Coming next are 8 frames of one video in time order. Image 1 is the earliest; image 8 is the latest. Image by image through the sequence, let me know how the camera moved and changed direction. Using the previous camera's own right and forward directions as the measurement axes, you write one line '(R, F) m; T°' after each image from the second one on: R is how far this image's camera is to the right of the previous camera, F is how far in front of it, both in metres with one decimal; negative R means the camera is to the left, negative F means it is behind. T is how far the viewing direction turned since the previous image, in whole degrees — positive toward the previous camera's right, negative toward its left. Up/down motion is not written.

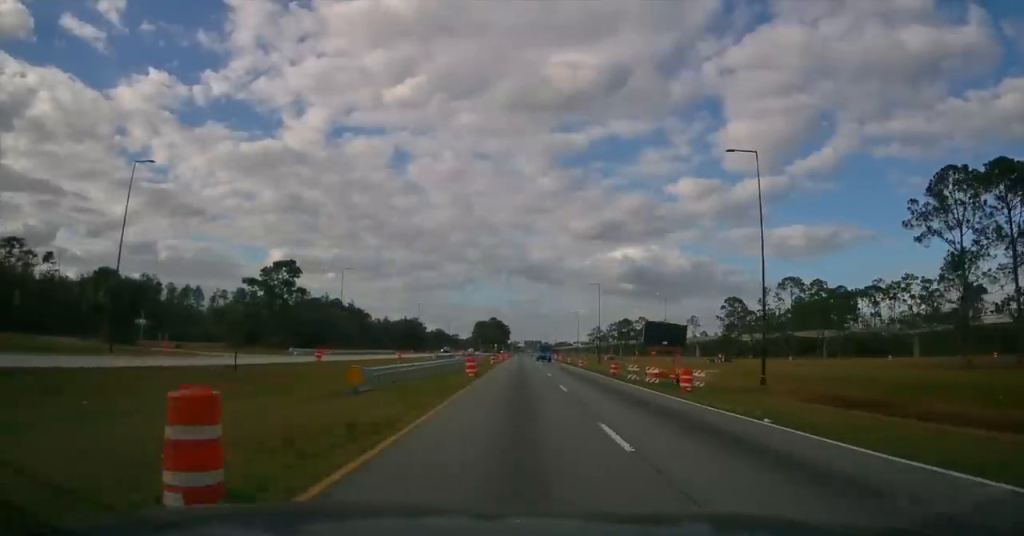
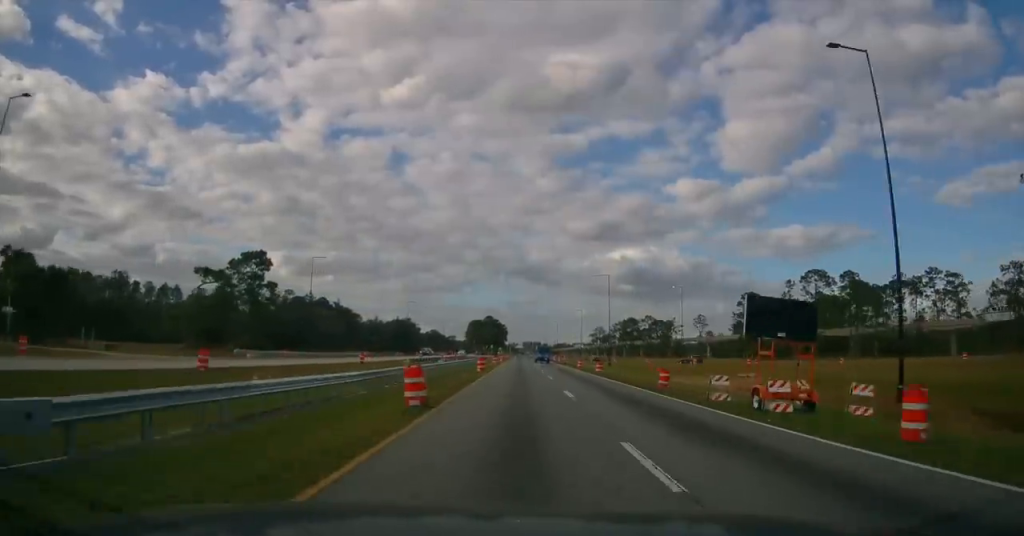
(0.0, +14.4) m; 0°
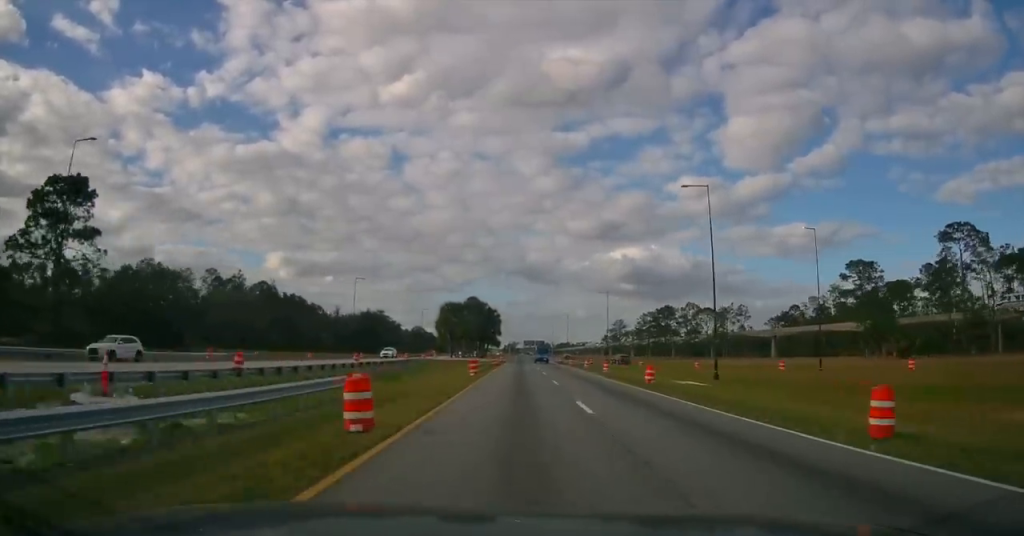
(+0.4, +52.7) m; 0°
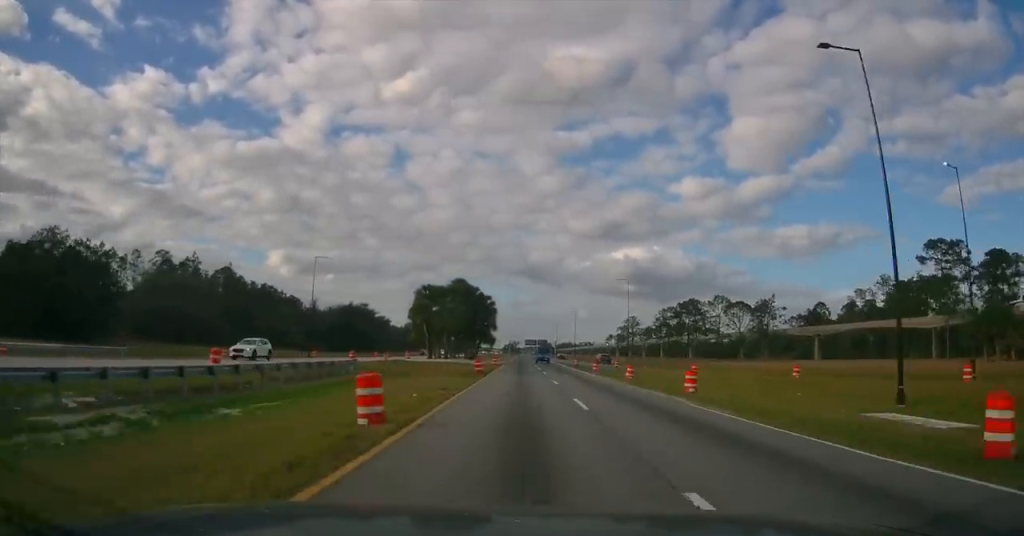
(-0.3, +23.0) m; 0°
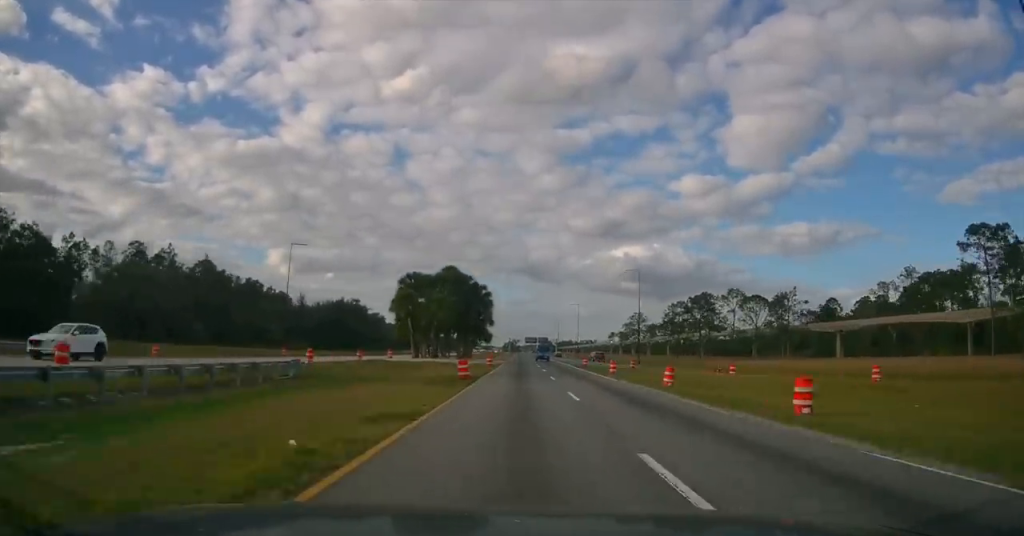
(+0.2, +9.8) m; 0°
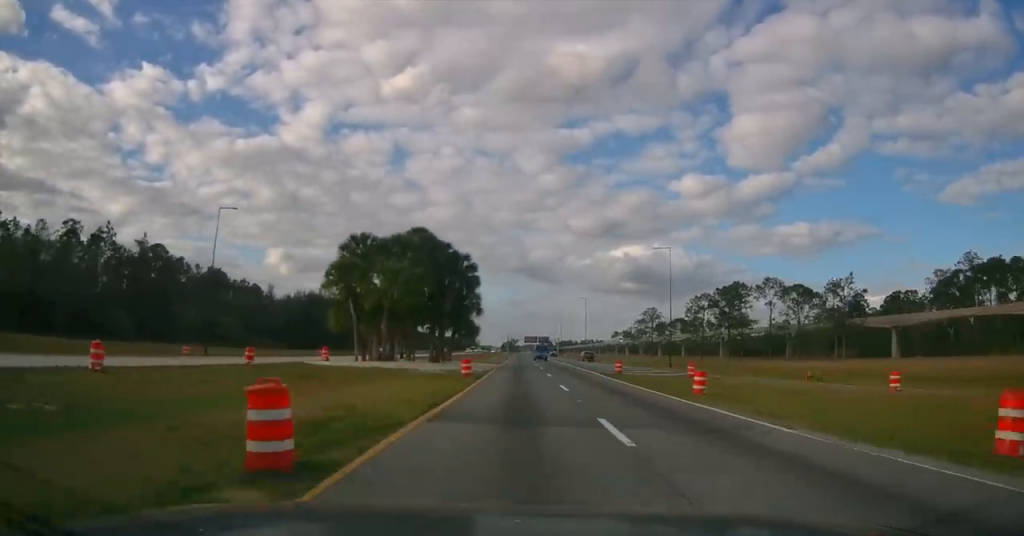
(0.0, +20.4) m; 0°
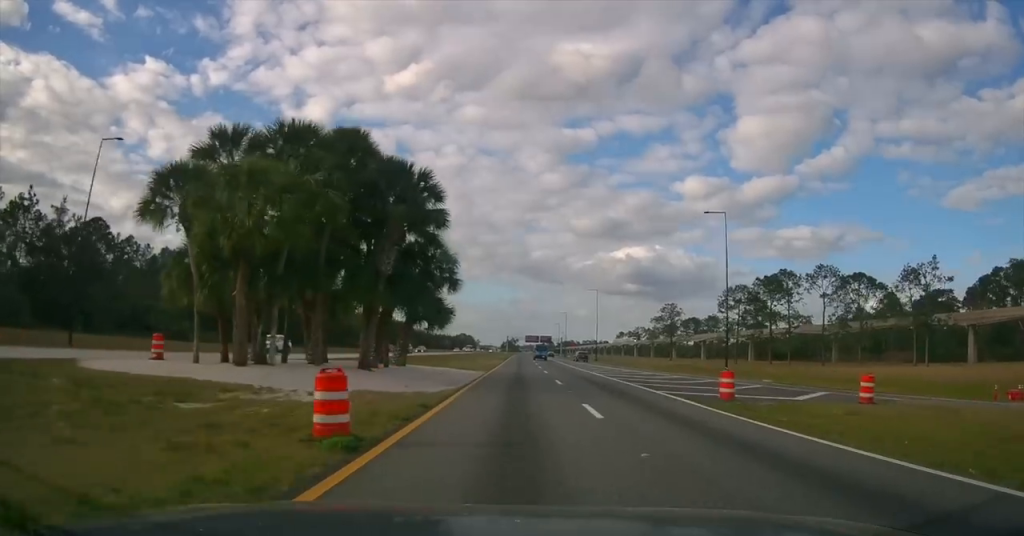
(-0.2, +20.4) m; 0°
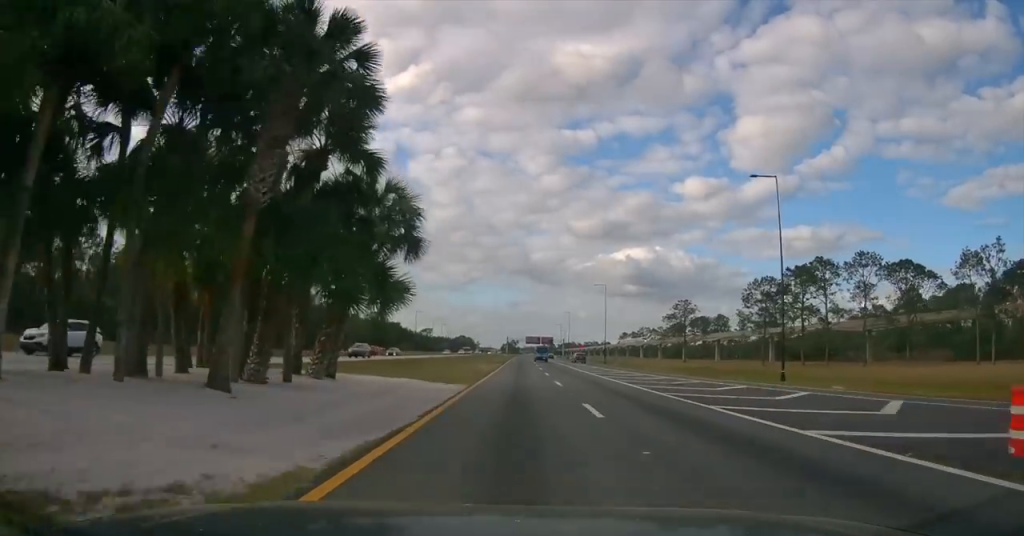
(-0.1, +12.0) m; 0°
